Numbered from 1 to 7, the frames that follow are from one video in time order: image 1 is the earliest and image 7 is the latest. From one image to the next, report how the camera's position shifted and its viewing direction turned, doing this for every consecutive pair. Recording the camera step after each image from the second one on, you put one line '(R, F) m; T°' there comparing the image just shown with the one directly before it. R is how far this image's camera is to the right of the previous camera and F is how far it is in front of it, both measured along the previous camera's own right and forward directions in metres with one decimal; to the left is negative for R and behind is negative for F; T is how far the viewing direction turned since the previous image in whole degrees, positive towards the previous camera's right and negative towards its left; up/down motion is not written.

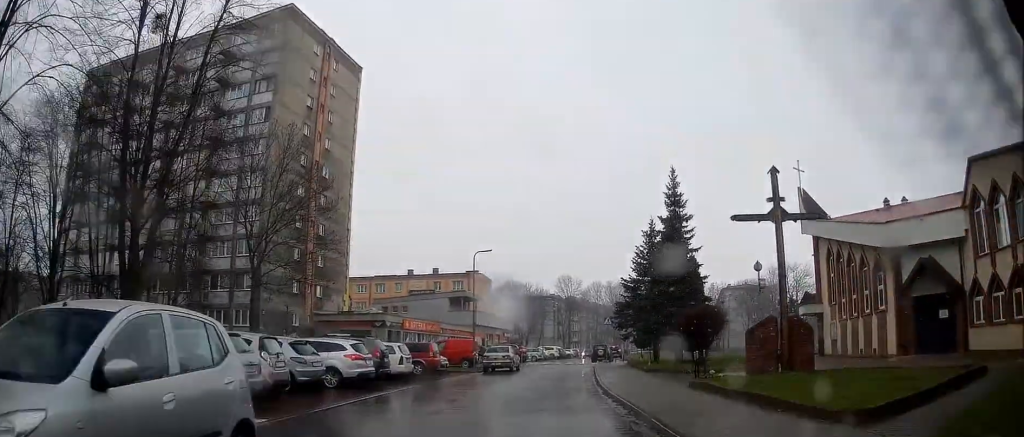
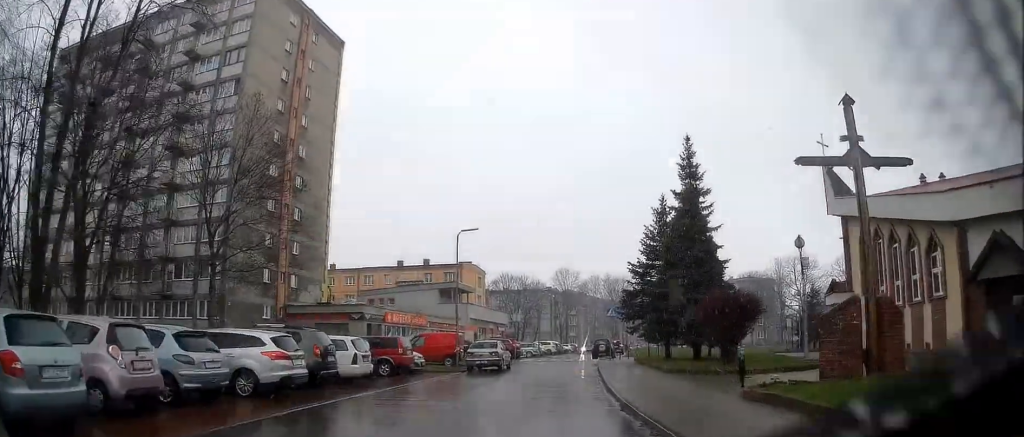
(0.0, +5.3) m; 0°
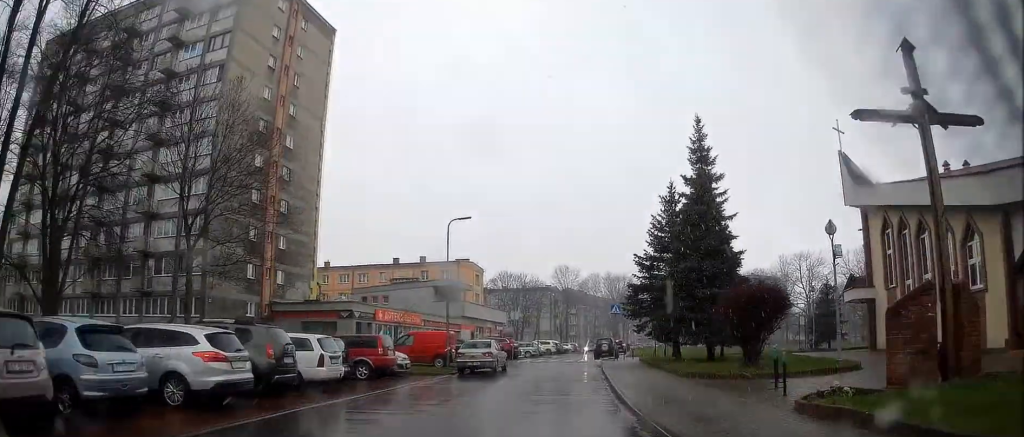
(0.0, +2.9) m; -1°
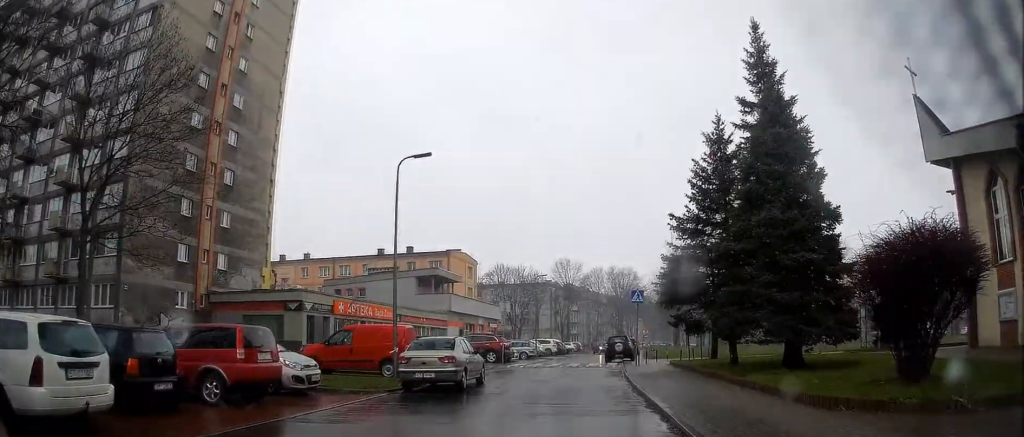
(-0.2, +10.6) m; 0°
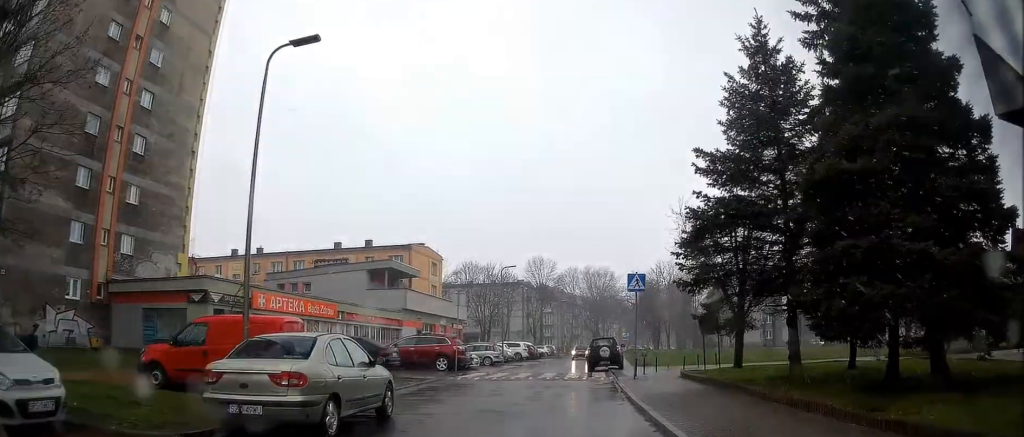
(+0.2, +7.8) m; +2°
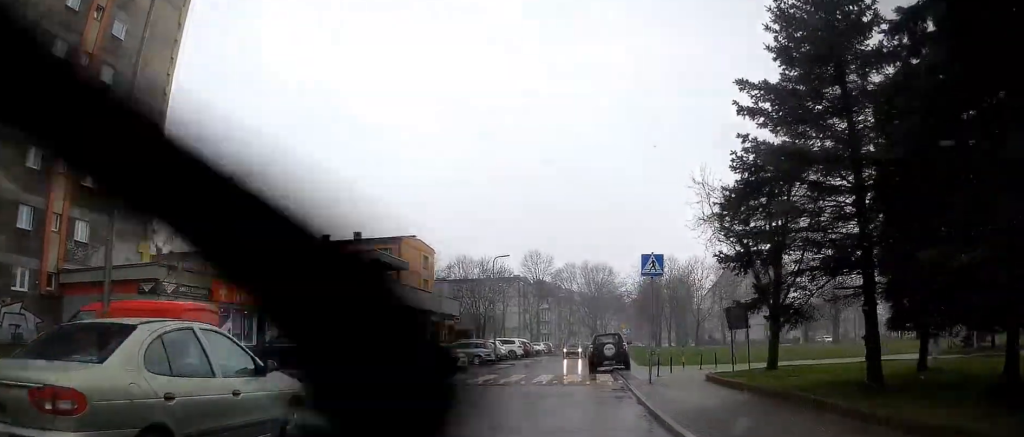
(0.0, +3.6) m; +1°
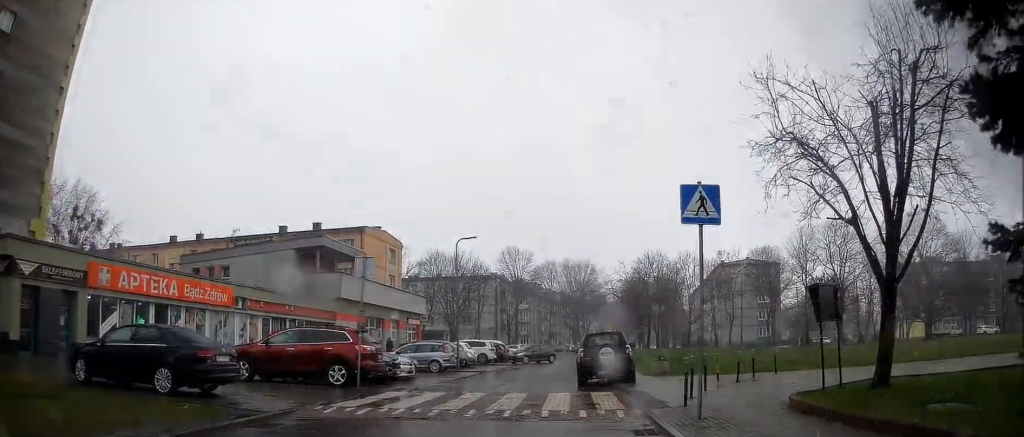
(+0.3, +8.0) m; +2°
